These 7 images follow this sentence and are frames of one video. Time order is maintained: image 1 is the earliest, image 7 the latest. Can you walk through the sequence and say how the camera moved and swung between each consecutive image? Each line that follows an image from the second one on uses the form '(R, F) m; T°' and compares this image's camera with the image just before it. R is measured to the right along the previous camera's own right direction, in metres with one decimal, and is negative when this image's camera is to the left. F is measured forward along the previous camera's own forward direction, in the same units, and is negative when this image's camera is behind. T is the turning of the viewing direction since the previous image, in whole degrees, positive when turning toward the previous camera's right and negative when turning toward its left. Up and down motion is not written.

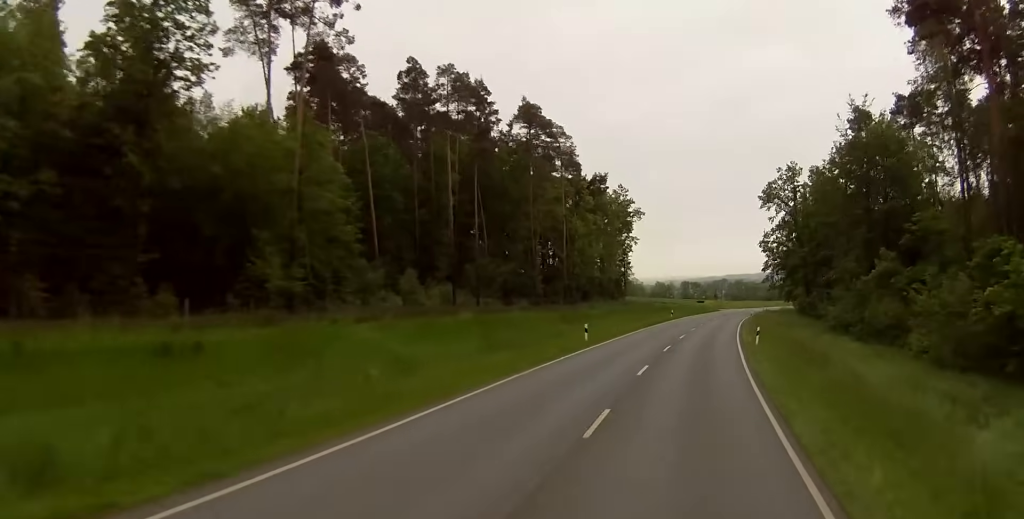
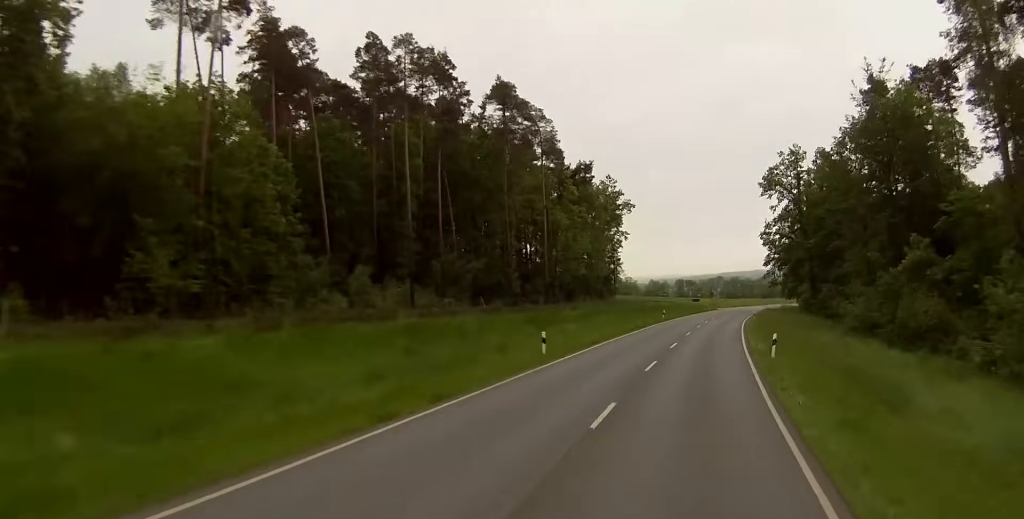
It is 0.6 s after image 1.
(+0.2, +11.3) m; 0°
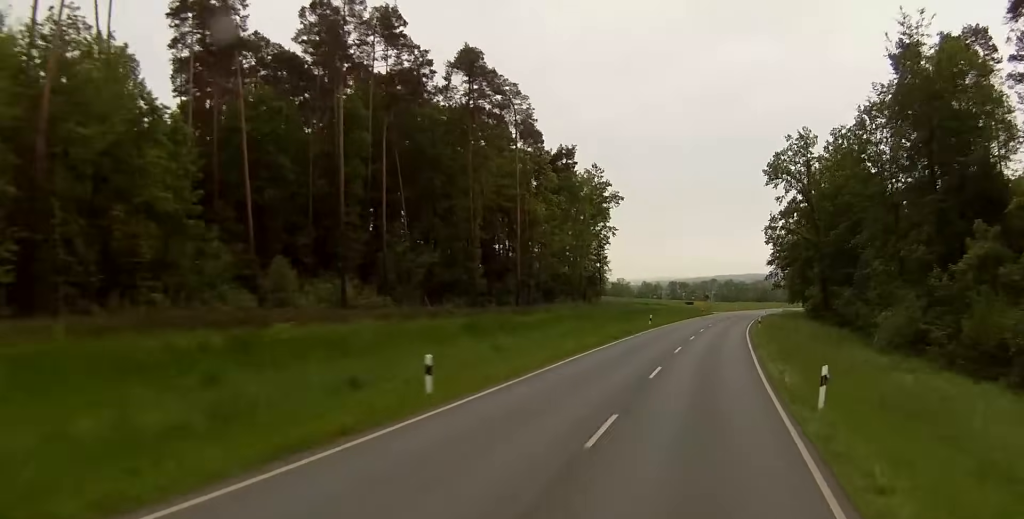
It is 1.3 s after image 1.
(-0.1, +13.3) m; 0°
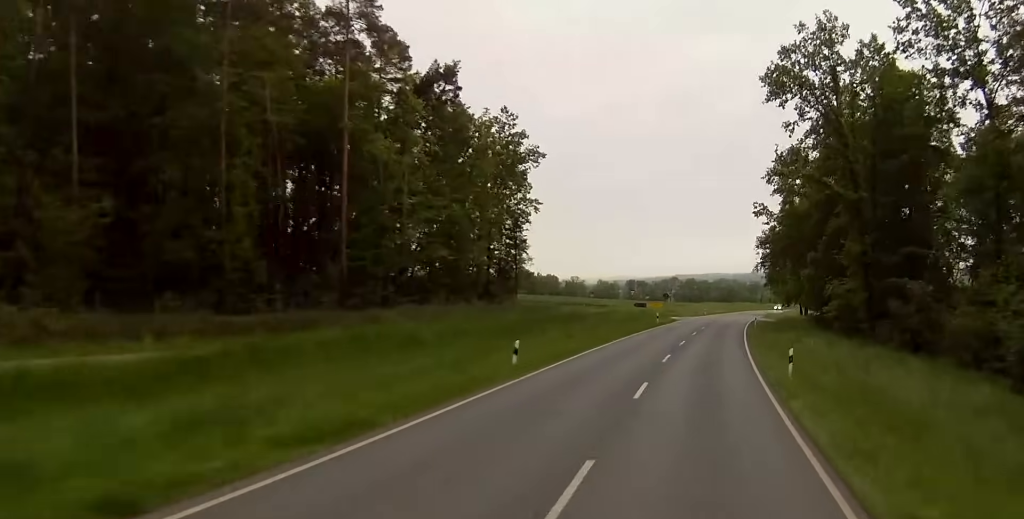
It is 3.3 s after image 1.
(+0.8, +34.1) m; +3°
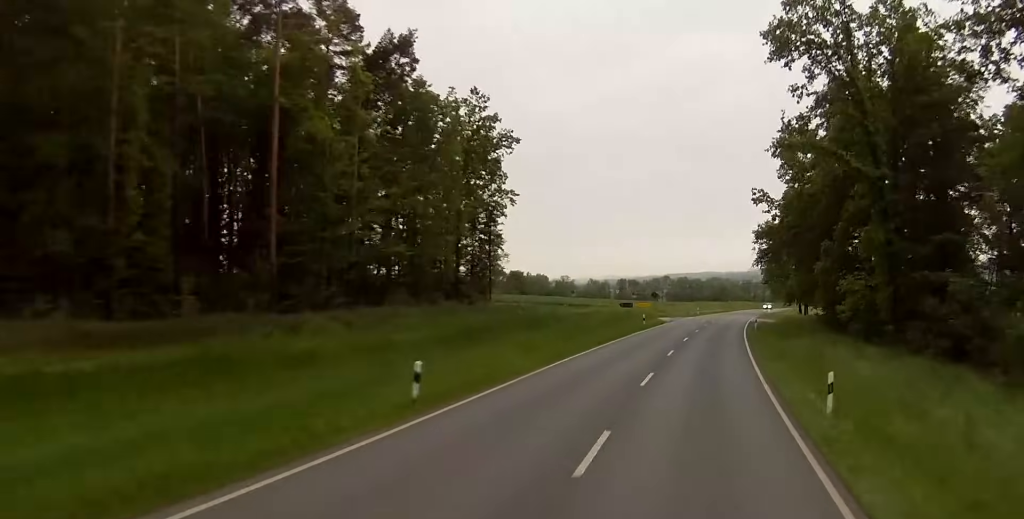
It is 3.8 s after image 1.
(0.0, +6.7) m; 0°
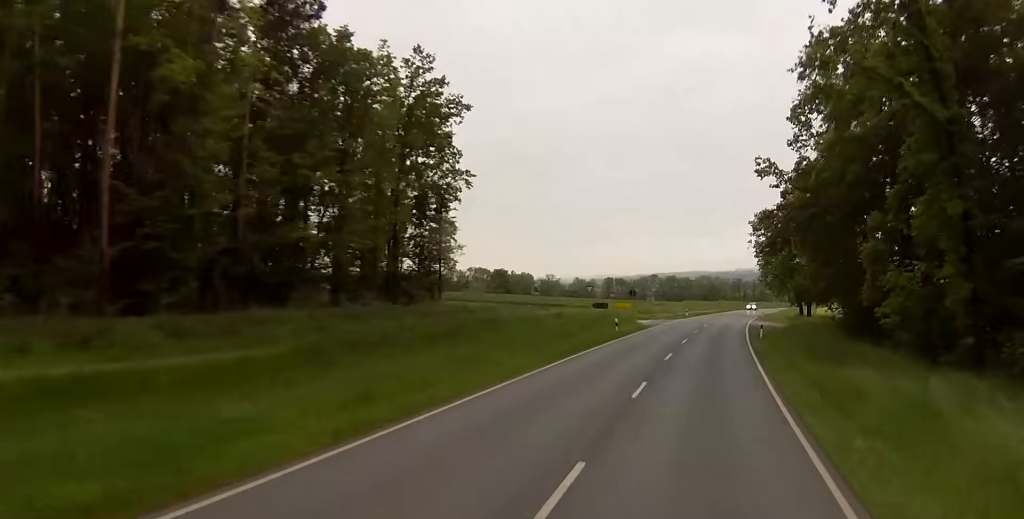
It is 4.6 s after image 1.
(0.0, +11.1) m; +1°
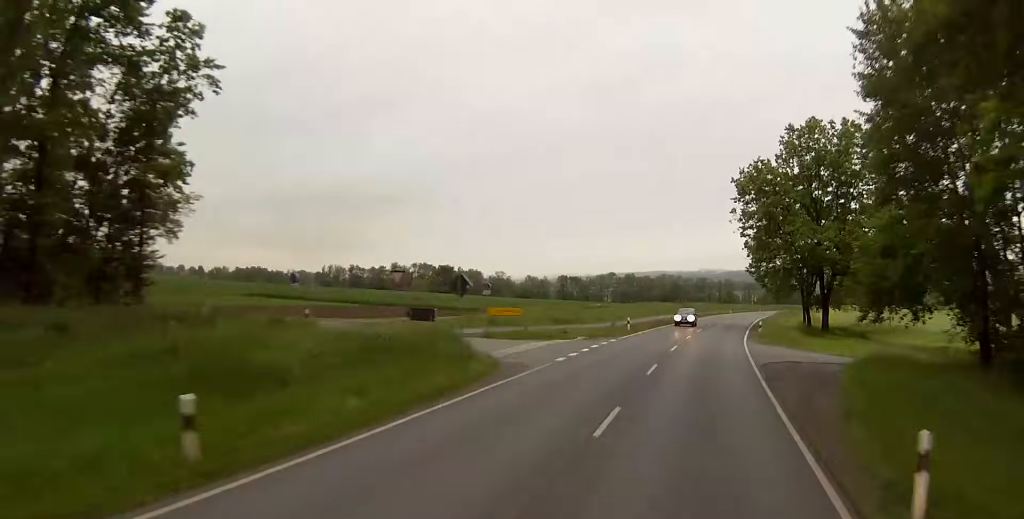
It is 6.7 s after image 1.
(+1.1, +37.5) m; +3°
